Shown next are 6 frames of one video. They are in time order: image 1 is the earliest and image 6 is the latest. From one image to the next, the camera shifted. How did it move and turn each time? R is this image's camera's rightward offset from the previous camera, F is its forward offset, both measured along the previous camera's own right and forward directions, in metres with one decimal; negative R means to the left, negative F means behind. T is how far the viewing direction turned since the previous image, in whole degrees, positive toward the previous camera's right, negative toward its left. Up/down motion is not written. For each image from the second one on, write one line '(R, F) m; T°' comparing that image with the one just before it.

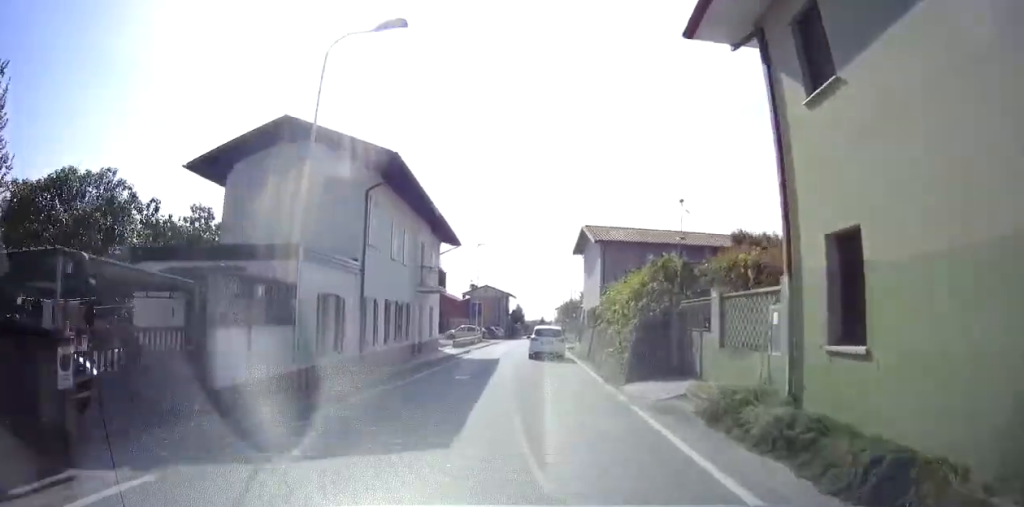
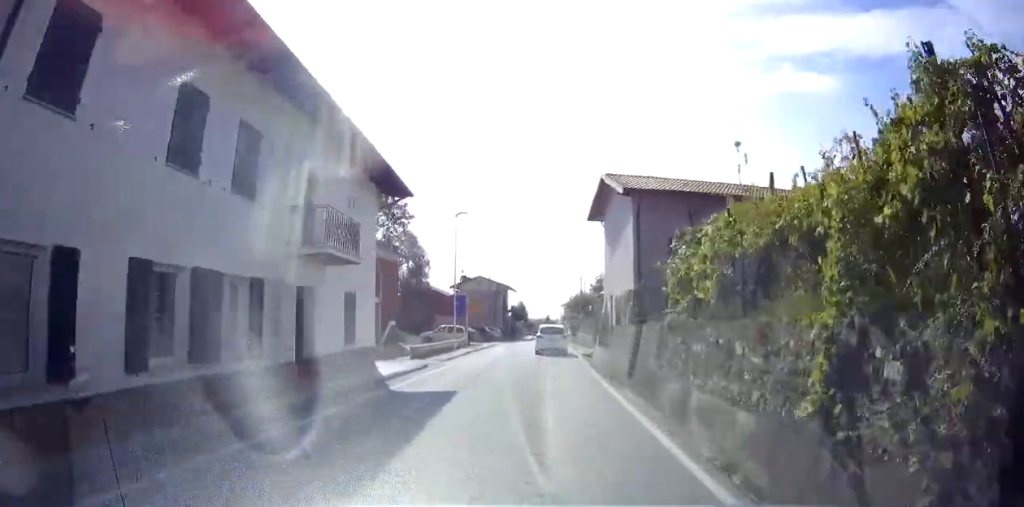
(0.0, +12.7) m; 0°
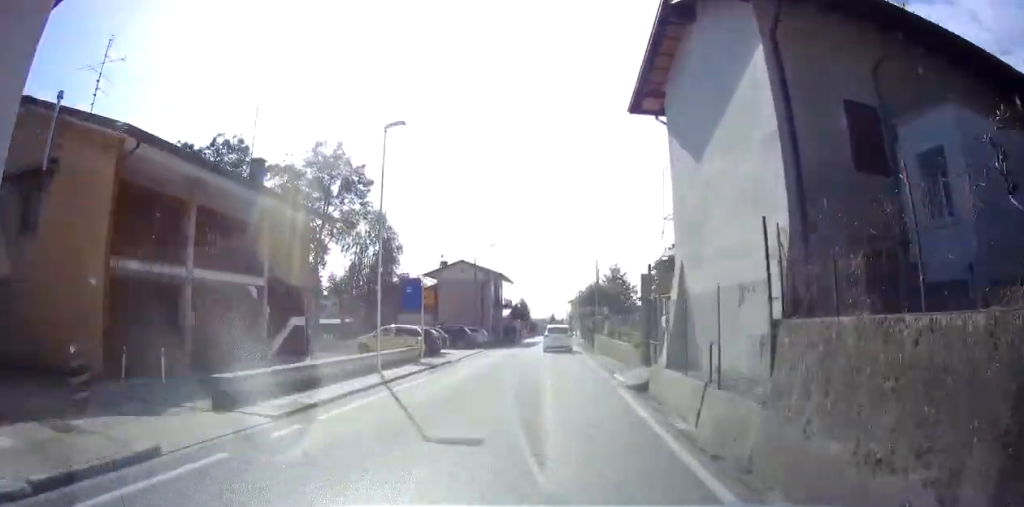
(0.0, +14.8) m; 0°
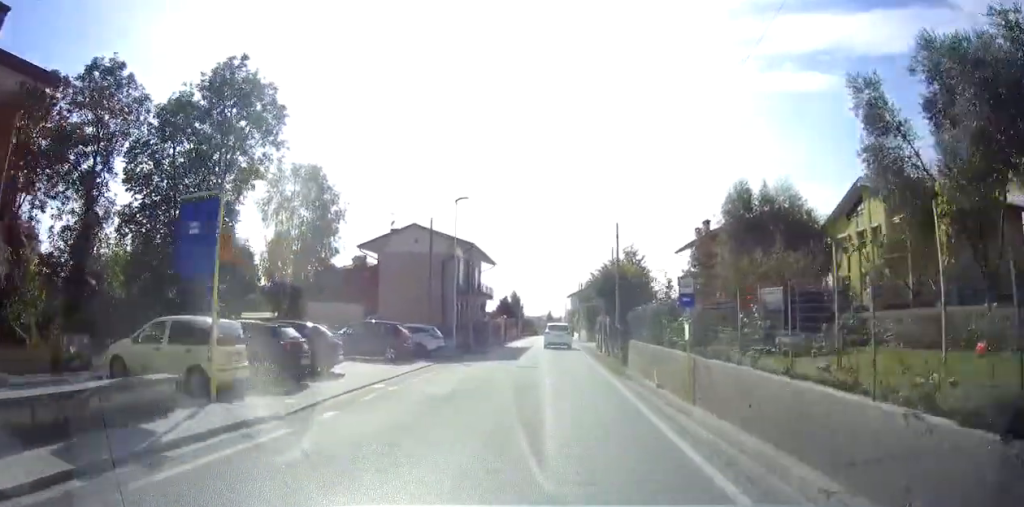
(-0.2, +15.6) m; -2°
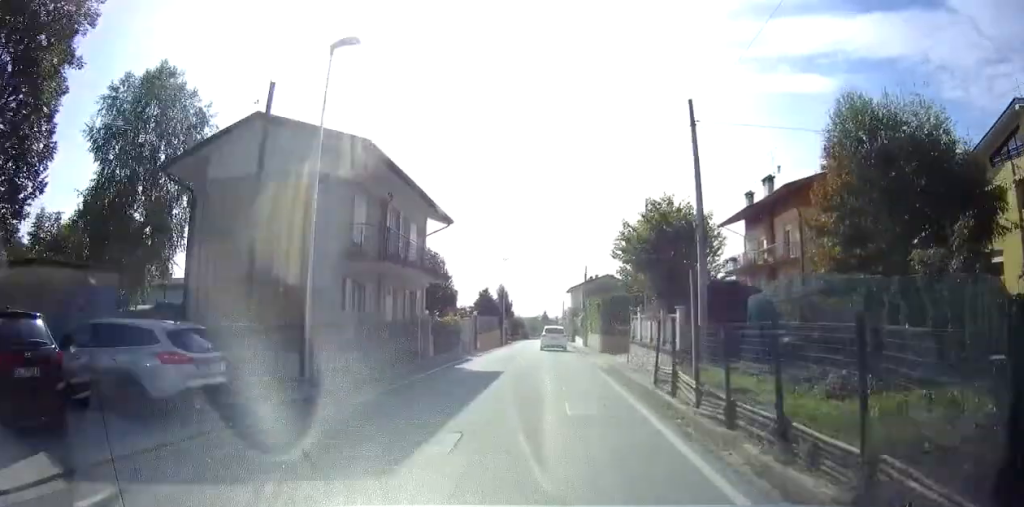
(-0.2, +17.3) m; -1°
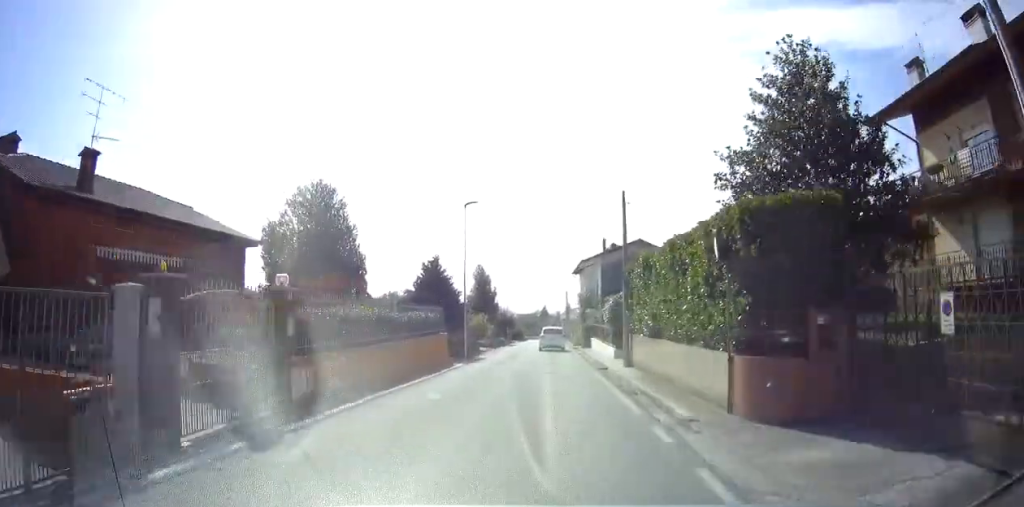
(0.0, +23.4) m; 0°
